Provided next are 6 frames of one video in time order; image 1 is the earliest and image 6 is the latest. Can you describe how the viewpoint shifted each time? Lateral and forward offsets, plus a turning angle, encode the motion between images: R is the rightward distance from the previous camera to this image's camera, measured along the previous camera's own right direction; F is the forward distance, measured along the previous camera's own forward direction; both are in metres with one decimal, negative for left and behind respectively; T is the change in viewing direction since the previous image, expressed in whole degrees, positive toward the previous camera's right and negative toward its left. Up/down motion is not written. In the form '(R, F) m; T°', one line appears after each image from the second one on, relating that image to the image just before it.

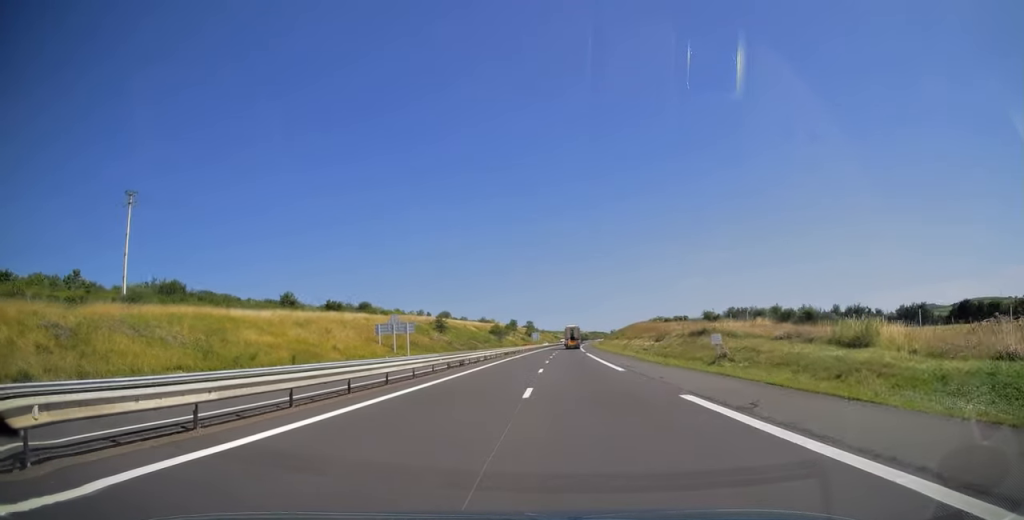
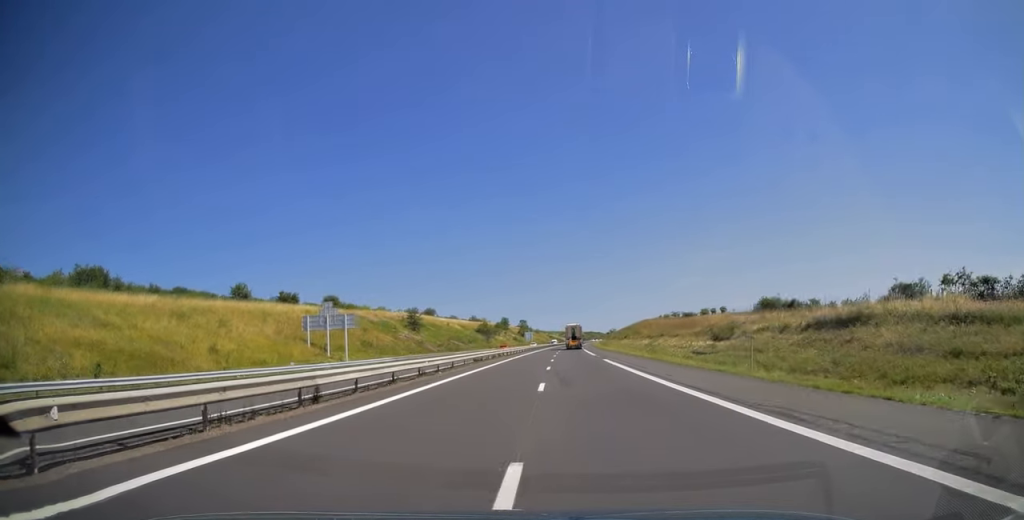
(+0.1, +23.8) m; 0°
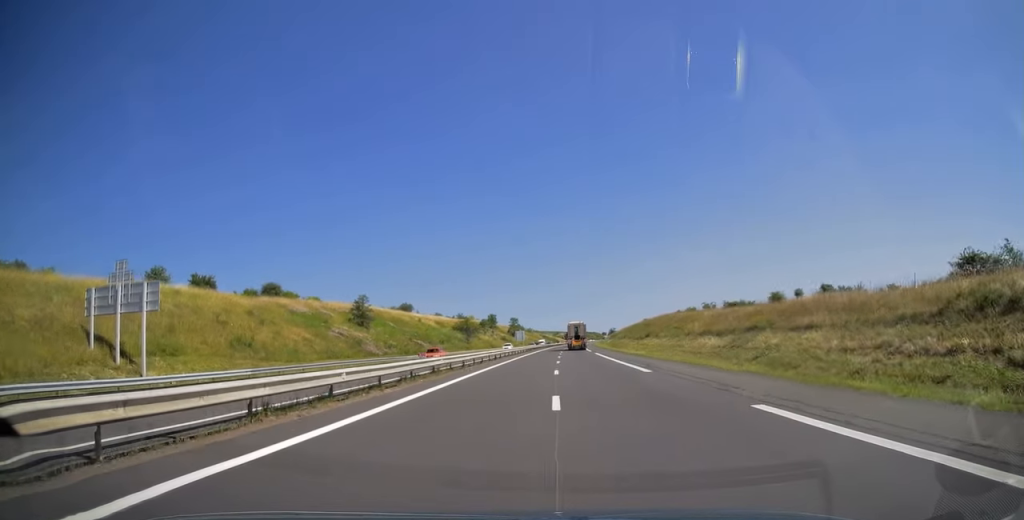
(+0.1, +30.7) m; +1°
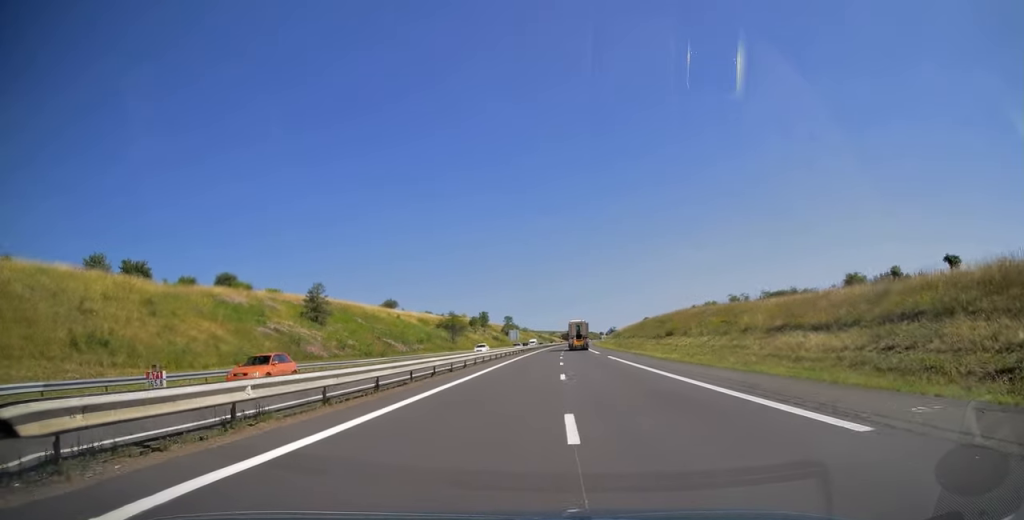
(0.0, +16.8) m; 0°
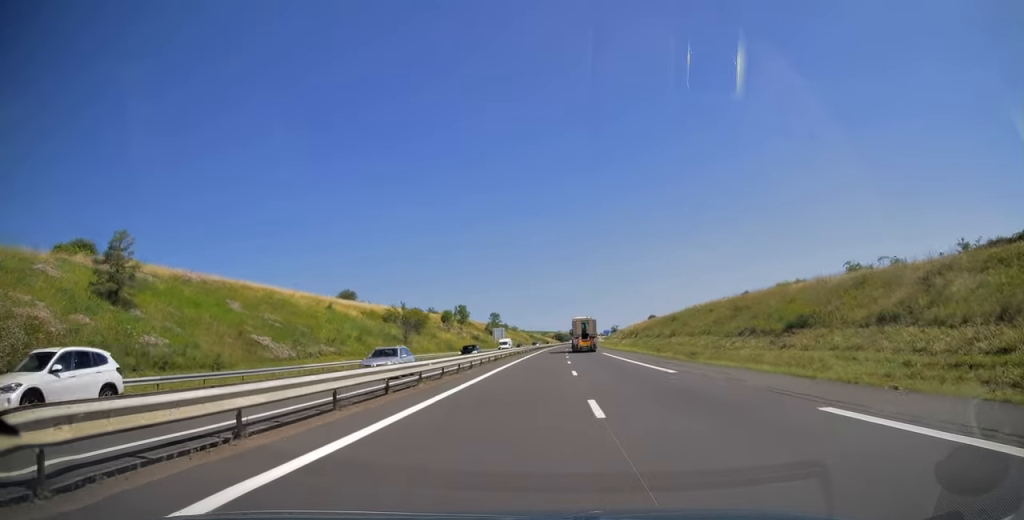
(+0.3, +36.7) m; +1°
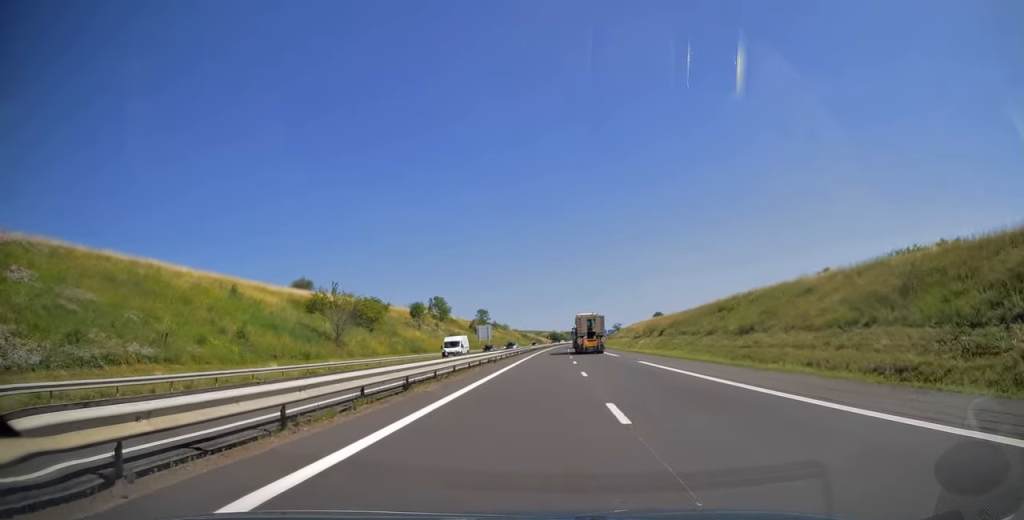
(+0.1, +27.2) m; 0°
